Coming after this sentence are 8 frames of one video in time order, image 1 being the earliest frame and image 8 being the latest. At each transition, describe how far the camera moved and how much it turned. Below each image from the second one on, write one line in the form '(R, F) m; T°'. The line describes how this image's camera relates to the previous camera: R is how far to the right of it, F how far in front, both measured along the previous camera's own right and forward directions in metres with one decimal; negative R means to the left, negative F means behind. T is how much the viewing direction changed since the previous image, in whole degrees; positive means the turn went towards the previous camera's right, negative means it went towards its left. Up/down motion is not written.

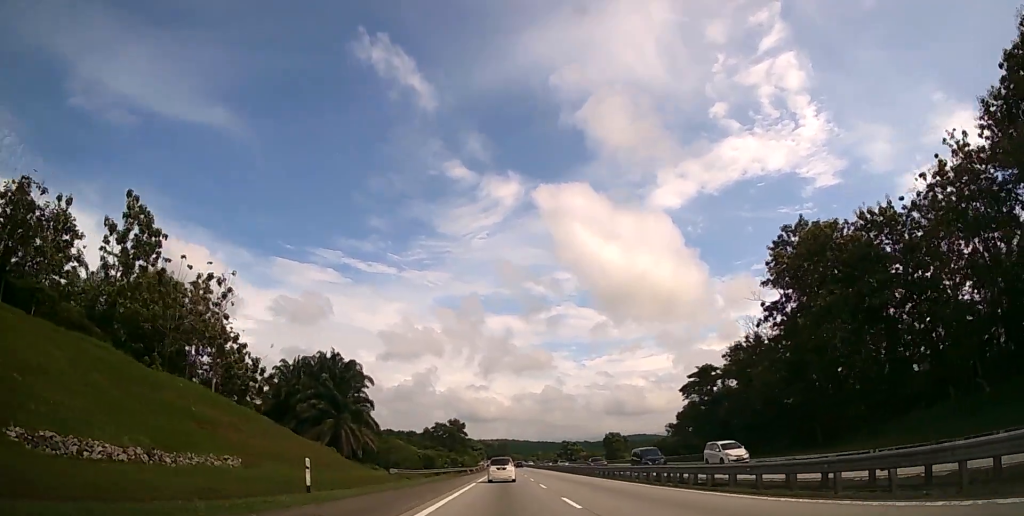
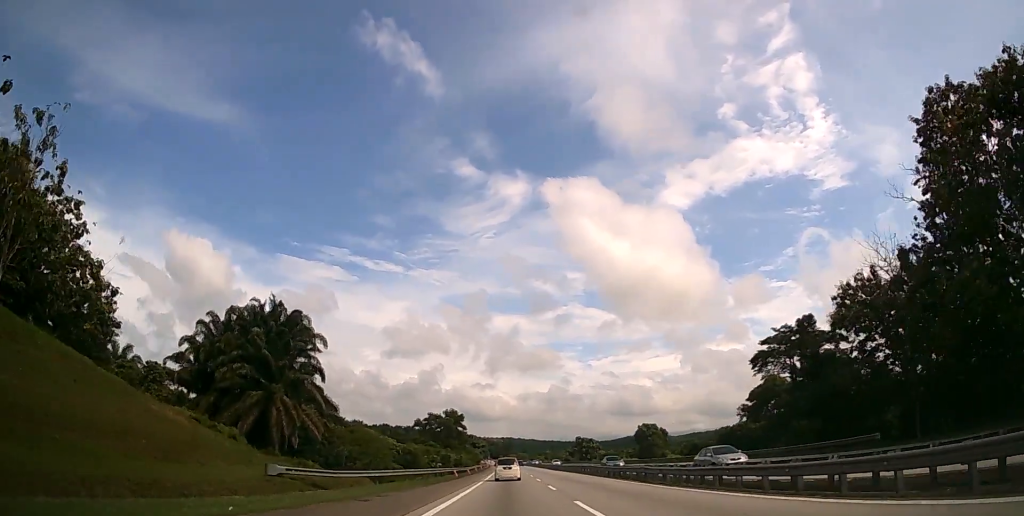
(-0.1, +26.5) m; 0°
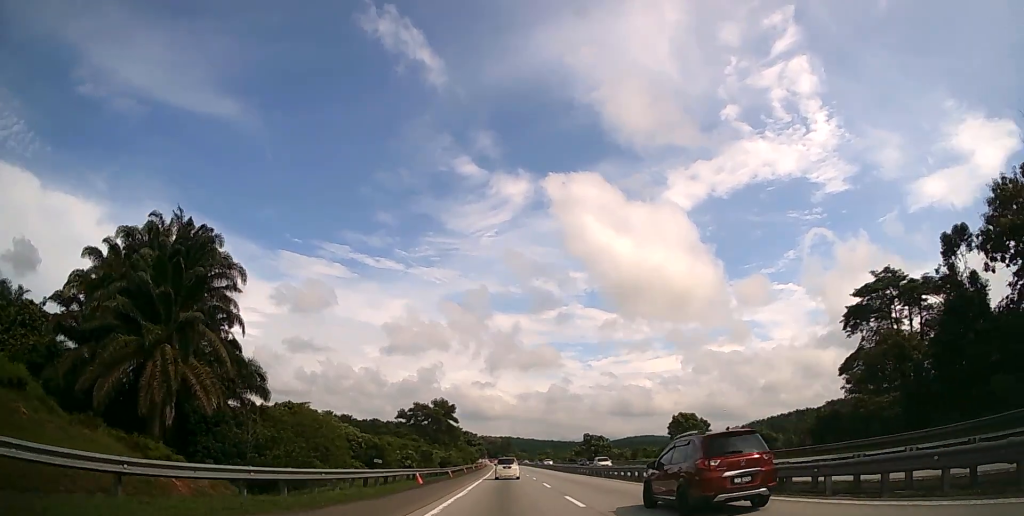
(-0.1, +21.3) m; 0°
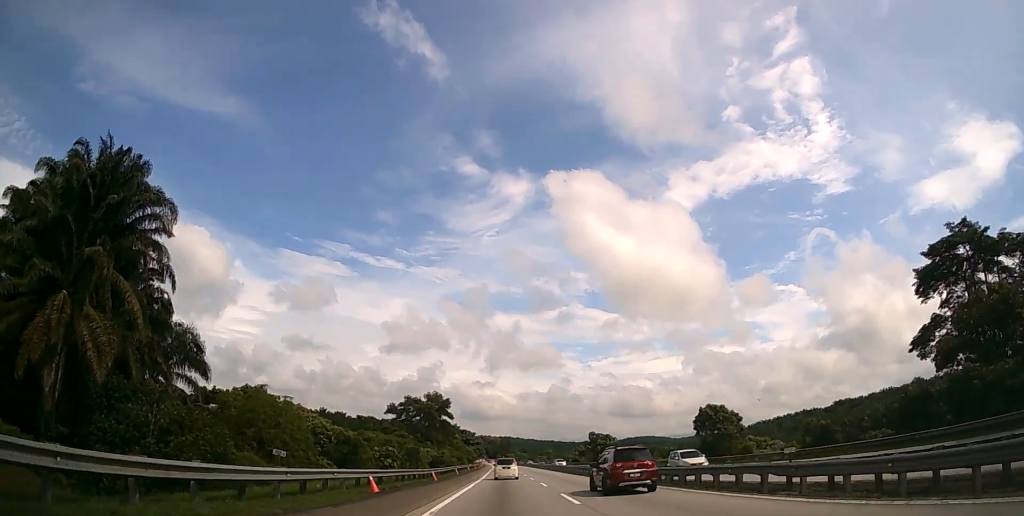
(0.0, +10.8) m; 0°
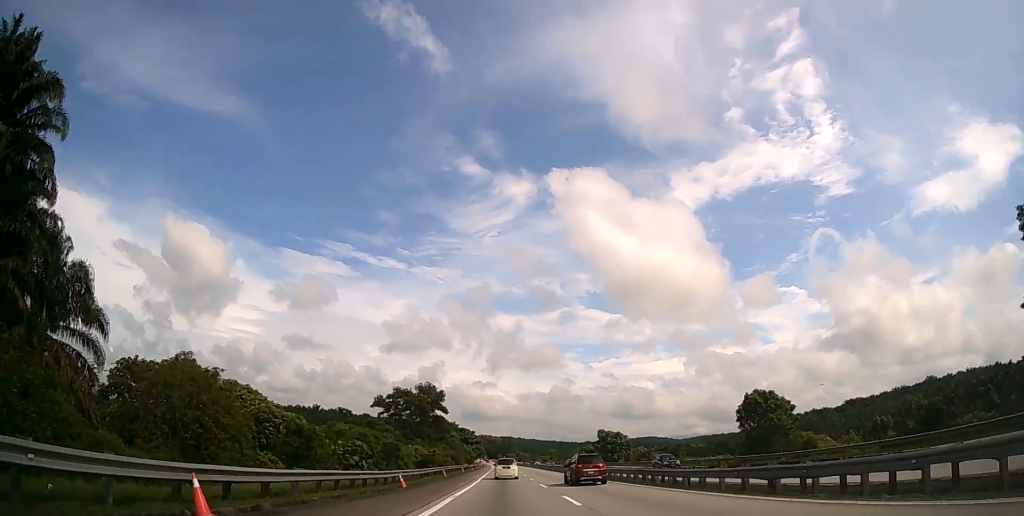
(+0.1, +12.8) m; 0°
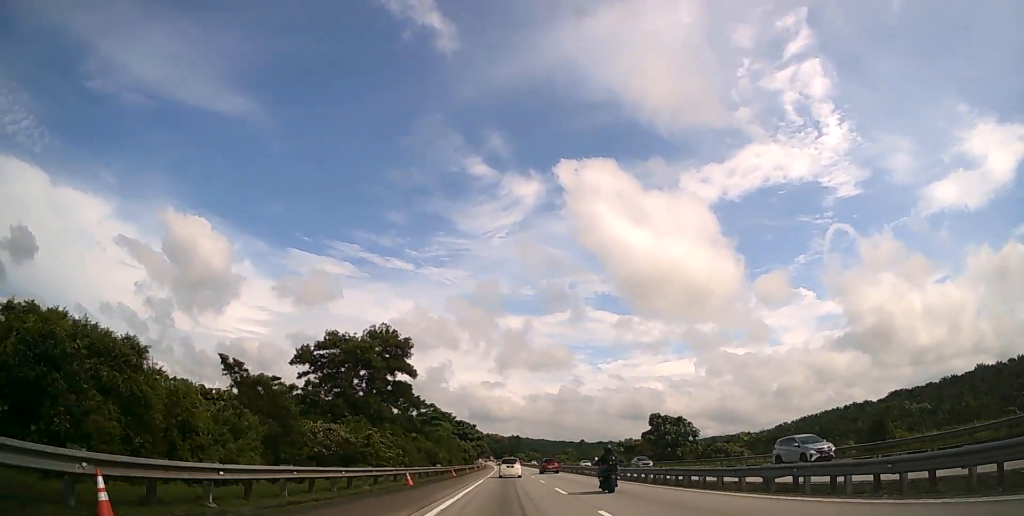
(-0.2, +43.5) m; -1°
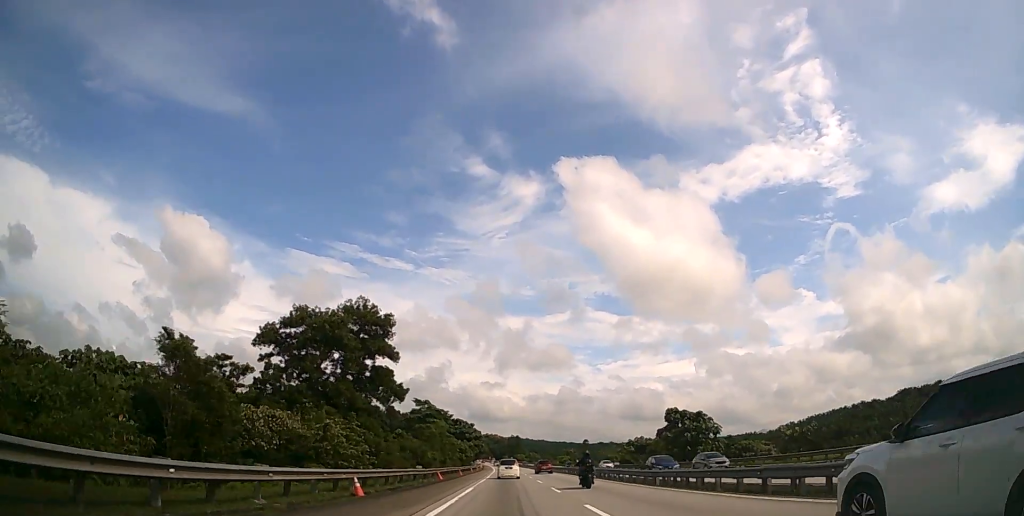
(0.0, +9.9) m; 0°
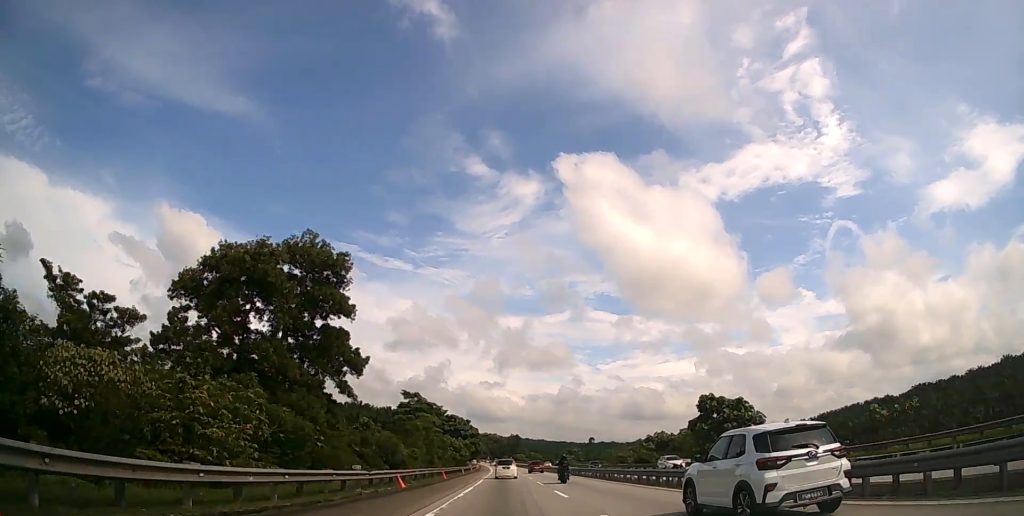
(0.0, +15.0) m; 0°
